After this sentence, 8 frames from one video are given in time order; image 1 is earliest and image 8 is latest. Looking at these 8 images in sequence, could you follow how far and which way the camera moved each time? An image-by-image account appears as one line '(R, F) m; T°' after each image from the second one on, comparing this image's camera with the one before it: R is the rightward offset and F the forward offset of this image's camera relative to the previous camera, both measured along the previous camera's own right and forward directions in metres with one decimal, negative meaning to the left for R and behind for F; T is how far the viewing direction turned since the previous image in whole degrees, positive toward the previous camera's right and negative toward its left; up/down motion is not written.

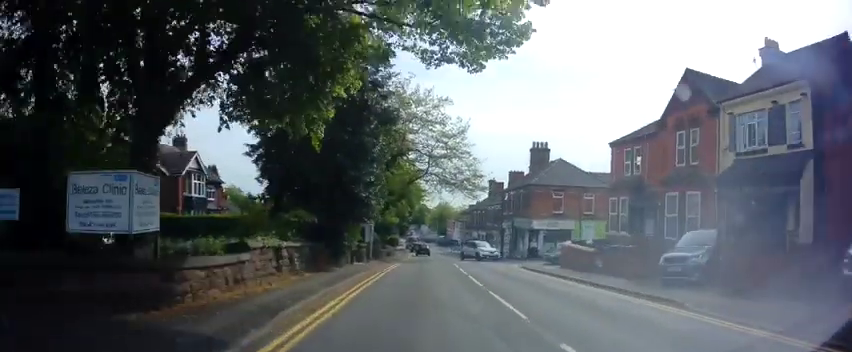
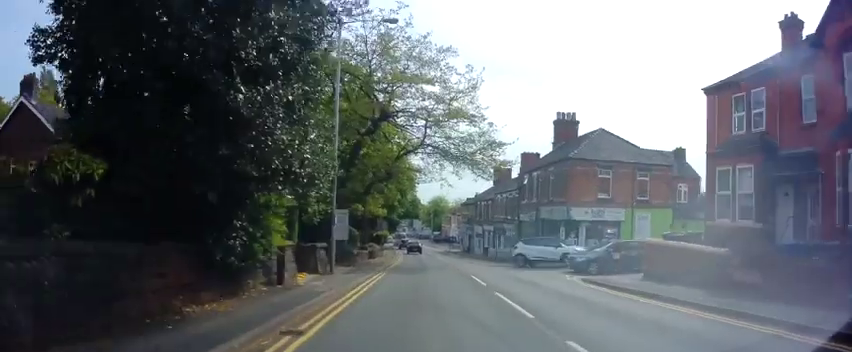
(-0.3, +11.5) m; 0°
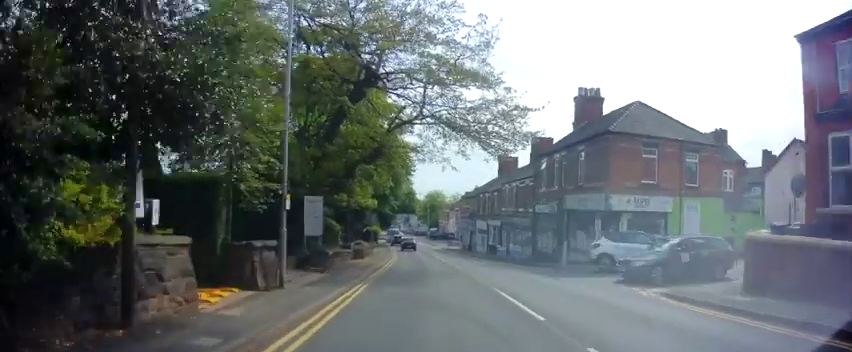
(+0.2, +6.5) m; 0°
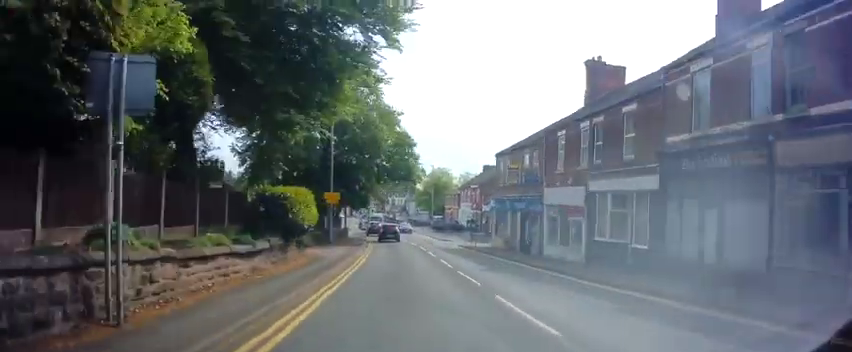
(+0.5, +31.7) m; +2°
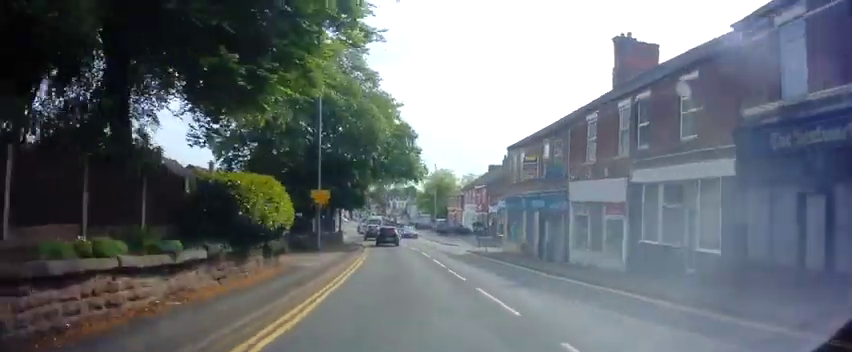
(0.0, +4.5) m; 0°
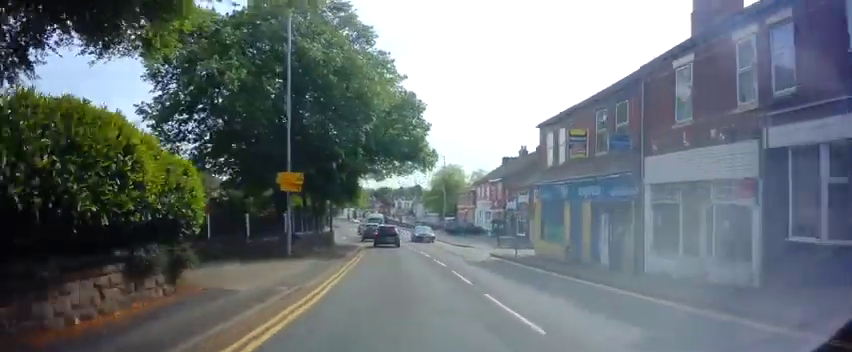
(0.0, +7.8) m; -1°
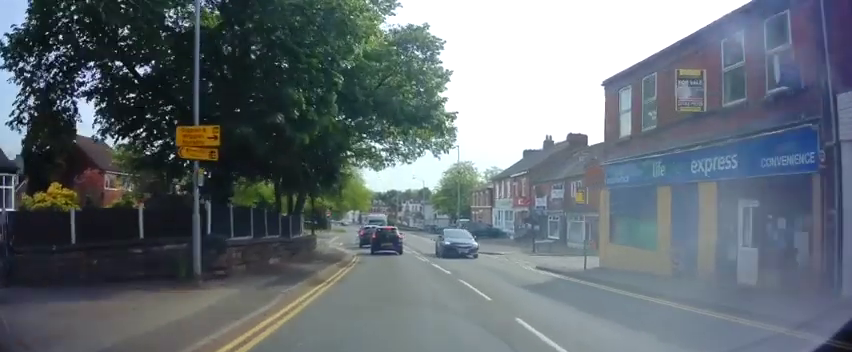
(-0.1, +9.2) m; +1°
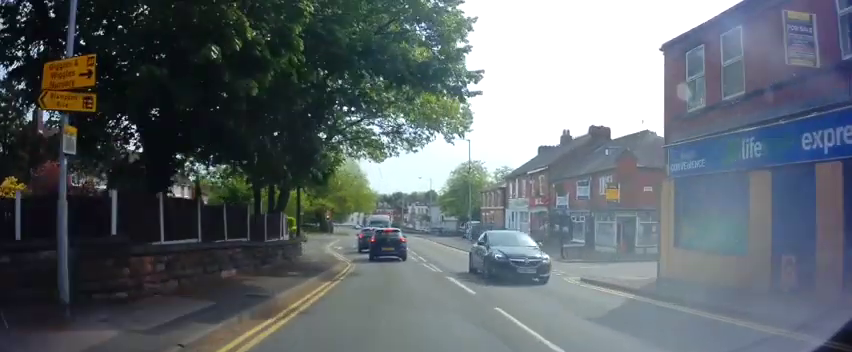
(0.0, +4.9) m; +1°
